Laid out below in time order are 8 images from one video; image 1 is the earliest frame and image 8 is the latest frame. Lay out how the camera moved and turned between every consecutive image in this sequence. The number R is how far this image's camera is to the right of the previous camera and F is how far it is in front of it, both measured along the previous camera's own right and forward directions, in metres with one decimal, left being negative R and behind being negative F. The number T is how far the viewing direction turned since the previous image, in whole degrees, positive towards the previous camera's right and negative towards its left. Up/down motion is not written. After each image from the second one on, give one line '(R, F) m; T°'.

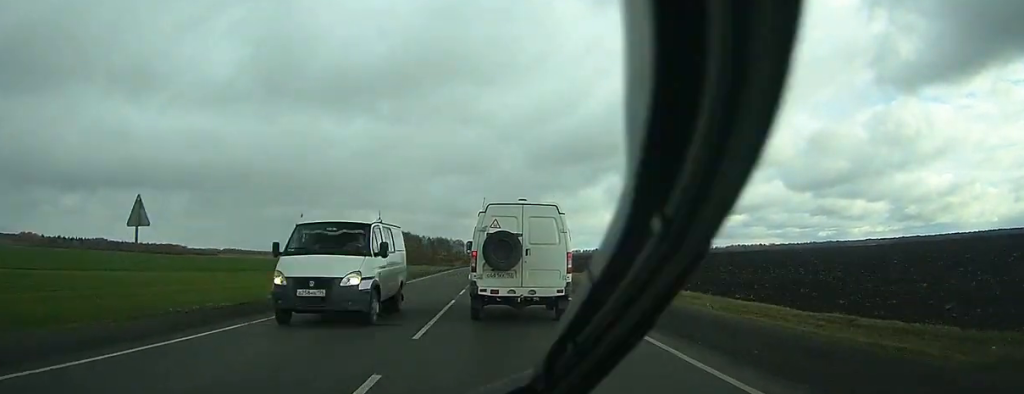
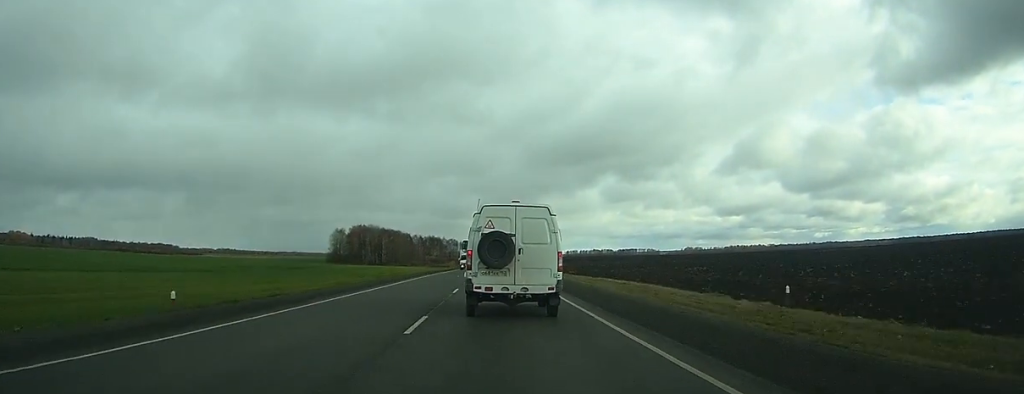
(+0.1, +24.6) m; 0°
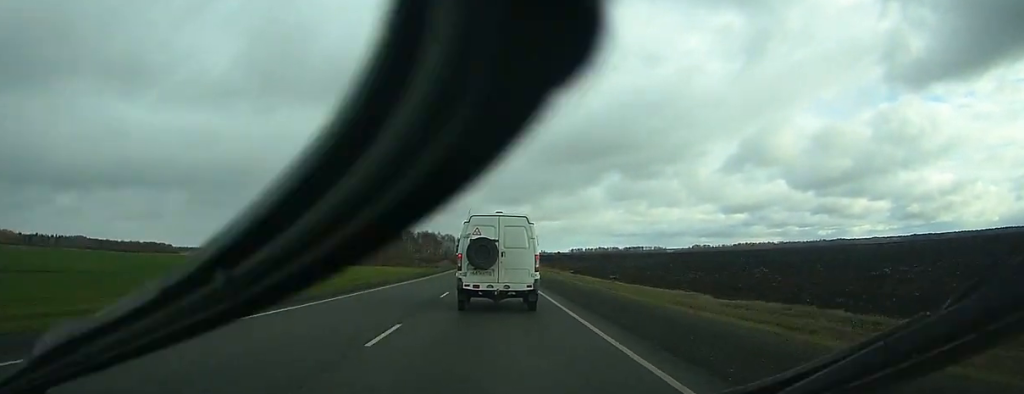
(-0.3, +50.4) m; -1°
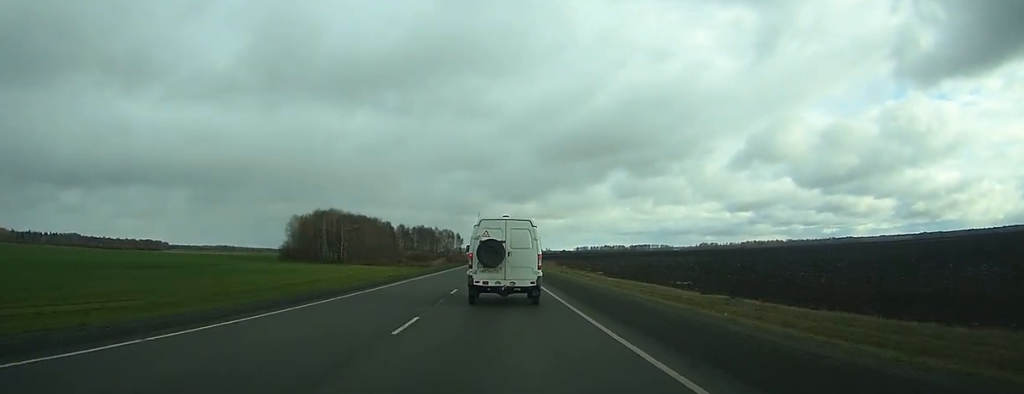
(-0.1, +33.6) m; 0°
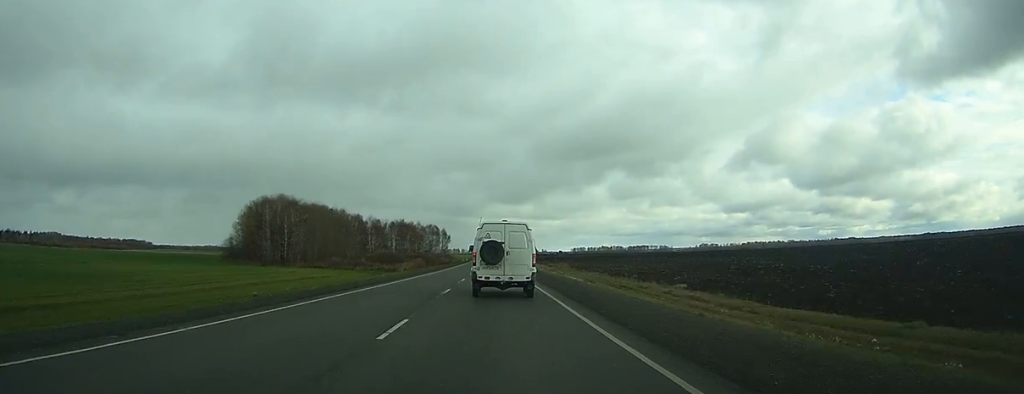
(+0.5, +47.0) m; +1°
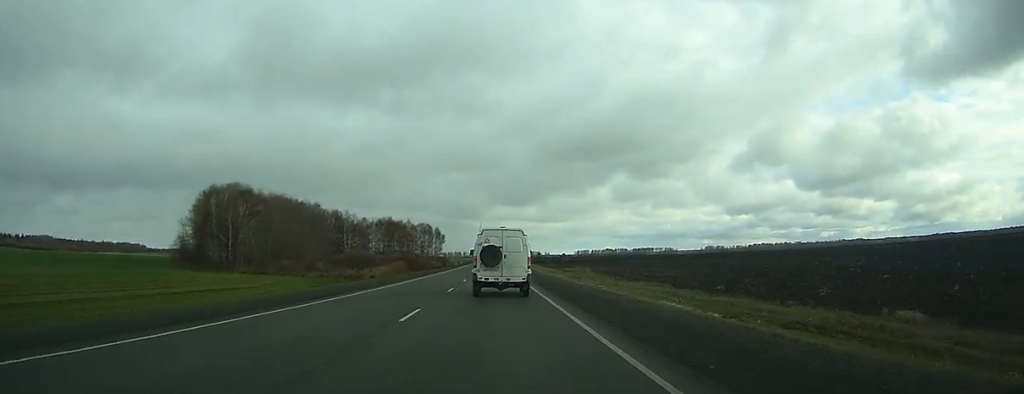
(+0.1, +33.9) m; 0°
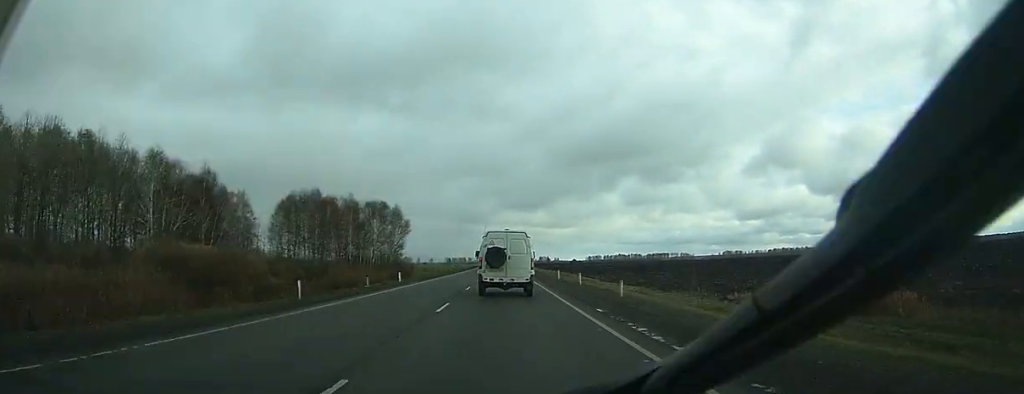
(-0.8, +96.6) m; -1°
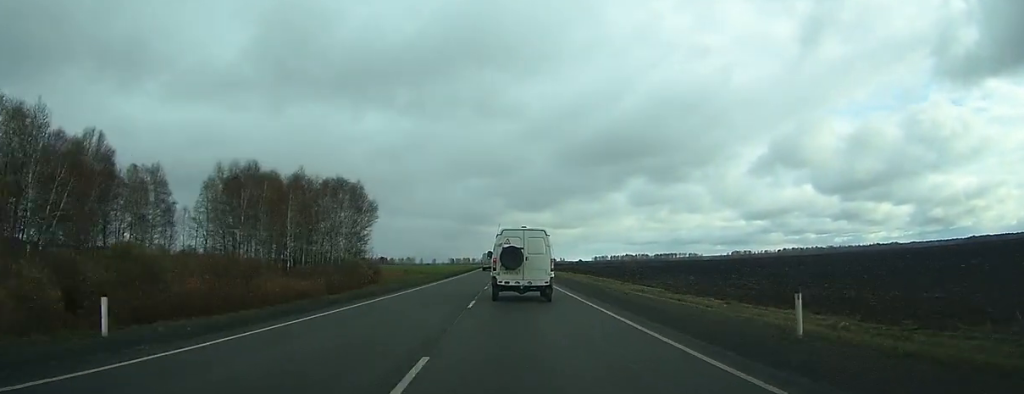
(-0.2, +33.6) m; 0°
